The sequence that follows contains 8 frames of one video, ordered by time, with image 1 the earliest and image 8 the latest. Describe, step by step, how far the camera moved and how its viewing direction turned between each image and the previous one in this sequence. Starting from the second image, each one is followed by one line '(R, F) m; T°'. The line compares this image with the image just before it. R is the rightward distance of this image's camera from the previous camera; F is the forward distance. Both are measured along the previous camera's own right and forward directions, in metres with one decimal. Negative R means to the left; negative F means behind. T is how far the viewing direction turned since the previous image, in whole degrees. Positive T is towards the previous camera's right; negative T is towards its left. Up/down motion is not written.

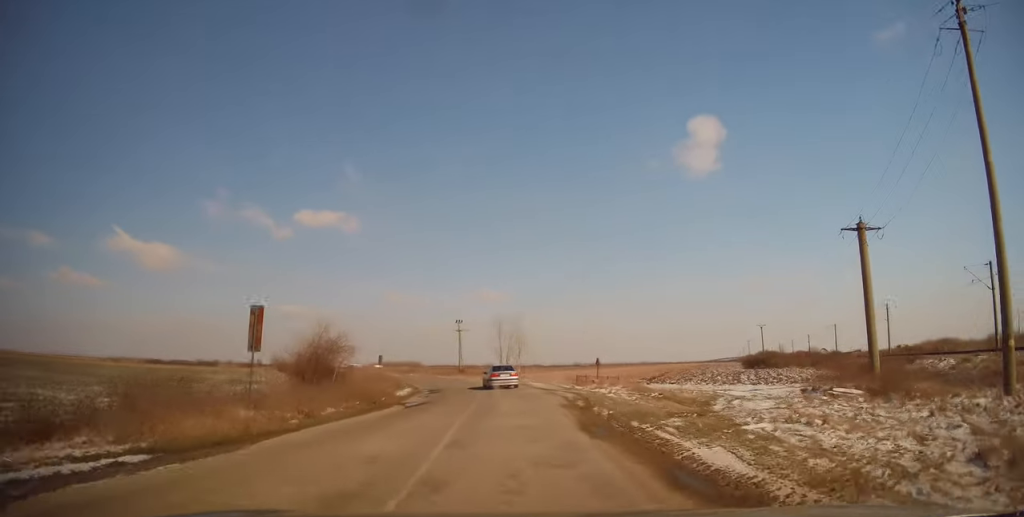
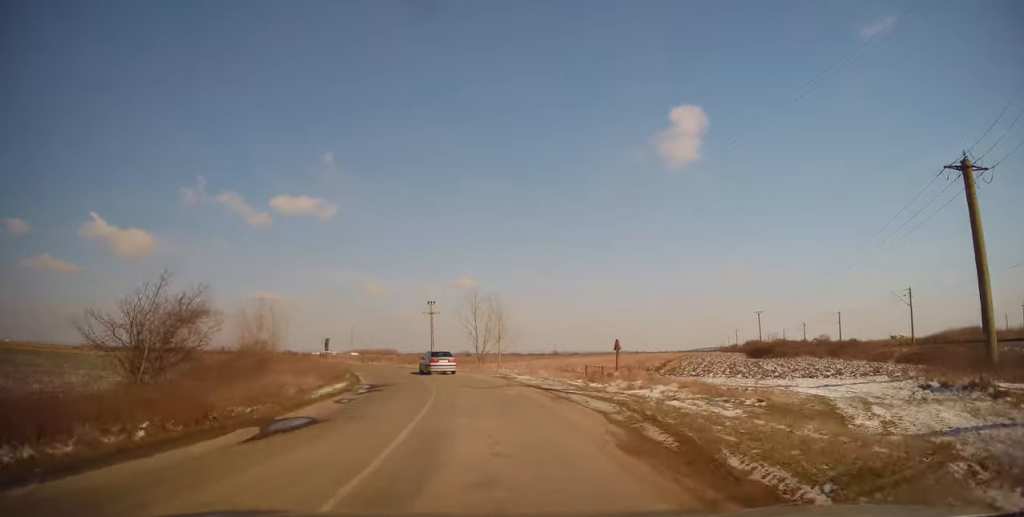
(0.0, +10.6) m; 0°
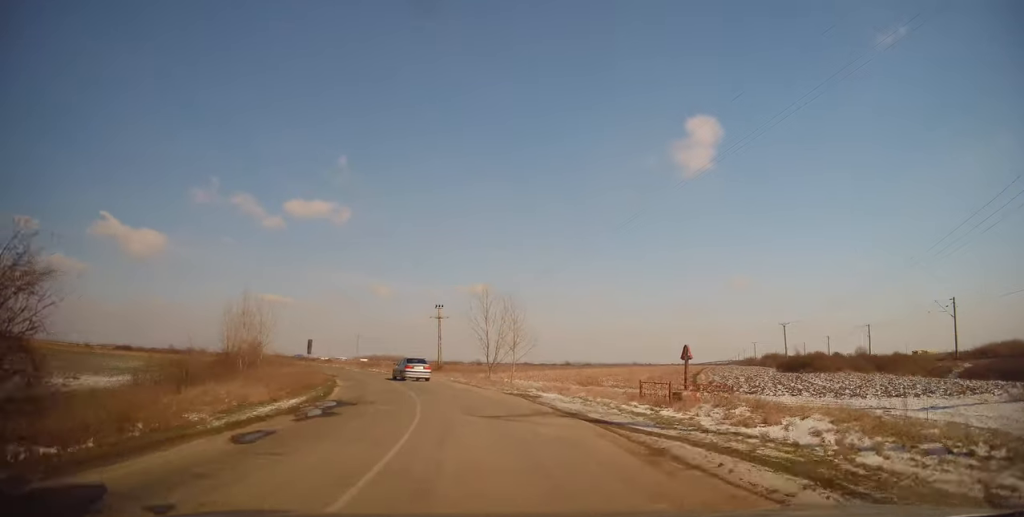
(0.0, +7.1) m; -1°
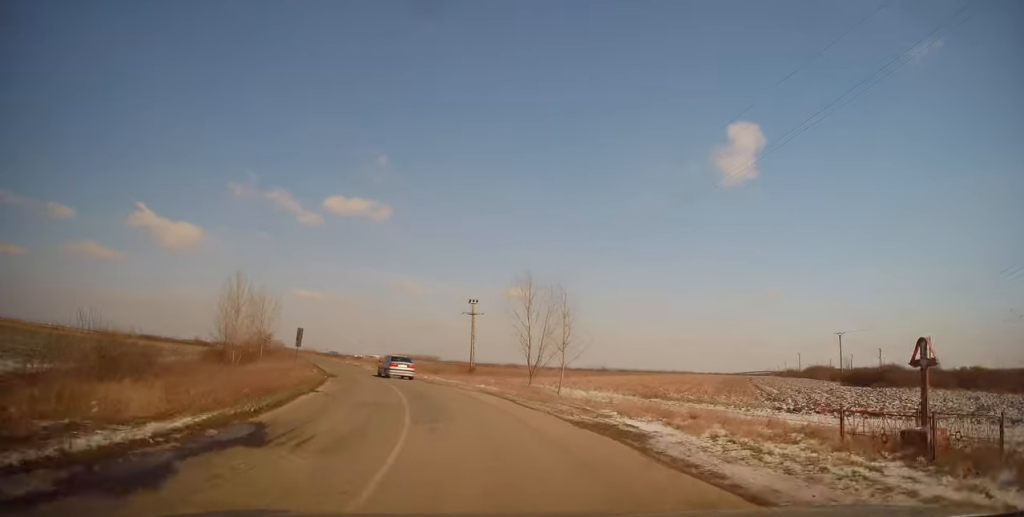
(-0.1, +8.7) m; -4°
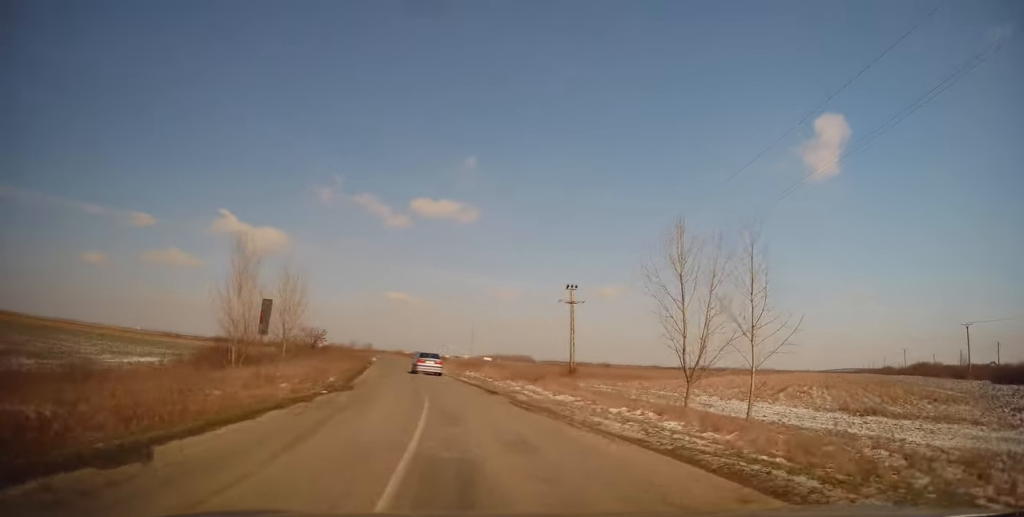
(-1.0, +13.9) m; -8°
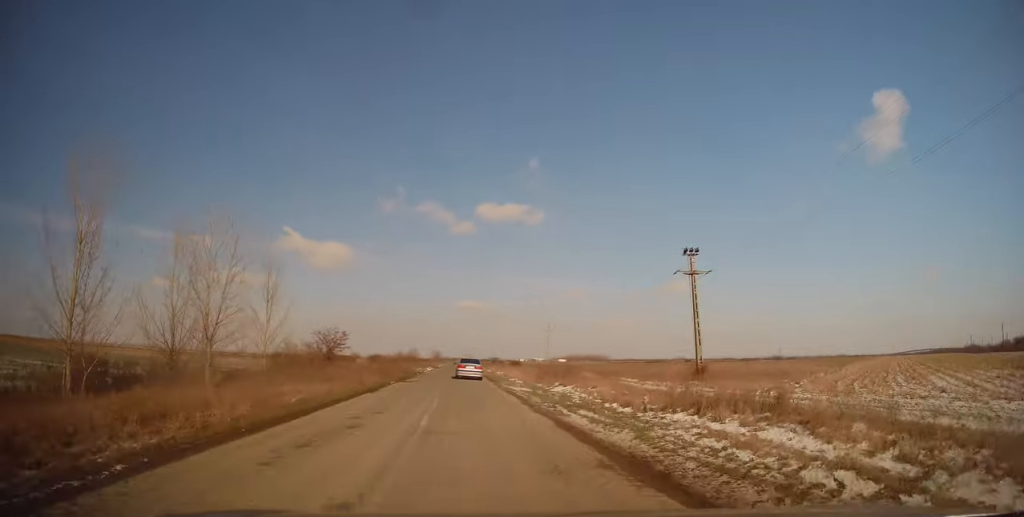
(-1.0, +18.8) m; -7°
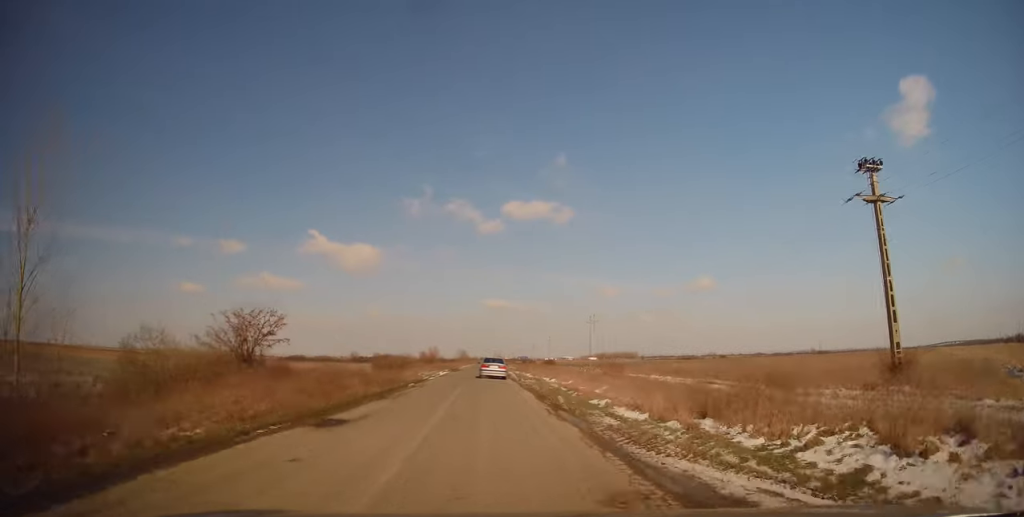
(-1.1, +20.1) m; -4°
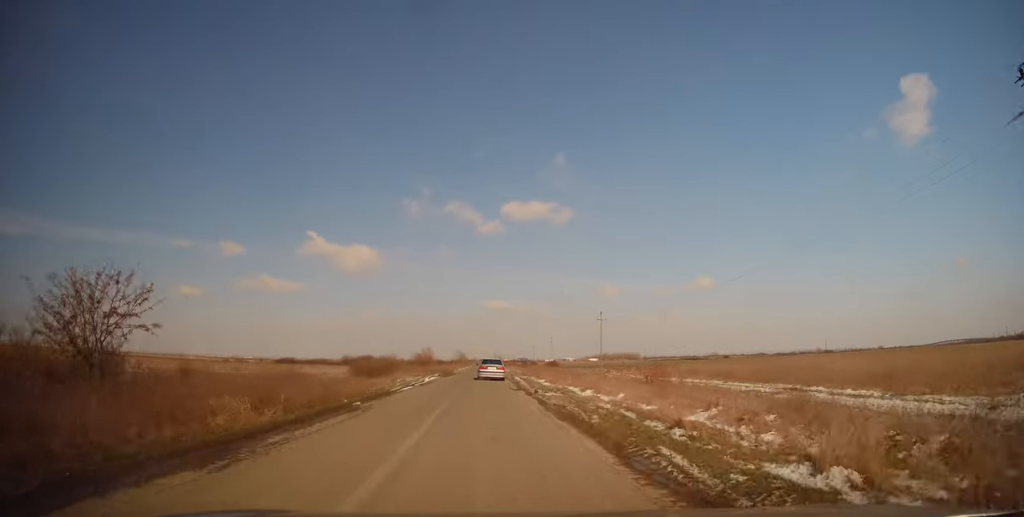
(-0.1, +10.9) m; 0°
